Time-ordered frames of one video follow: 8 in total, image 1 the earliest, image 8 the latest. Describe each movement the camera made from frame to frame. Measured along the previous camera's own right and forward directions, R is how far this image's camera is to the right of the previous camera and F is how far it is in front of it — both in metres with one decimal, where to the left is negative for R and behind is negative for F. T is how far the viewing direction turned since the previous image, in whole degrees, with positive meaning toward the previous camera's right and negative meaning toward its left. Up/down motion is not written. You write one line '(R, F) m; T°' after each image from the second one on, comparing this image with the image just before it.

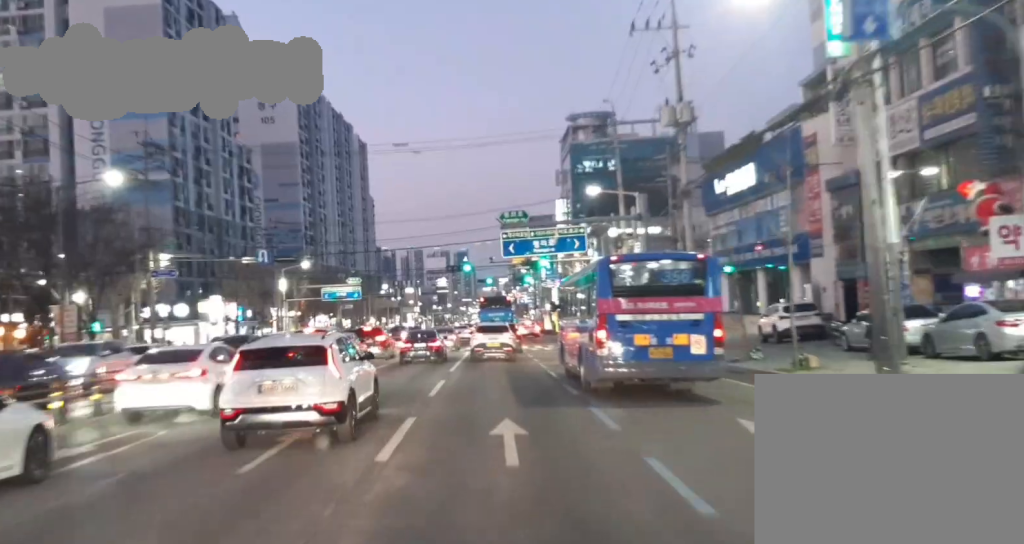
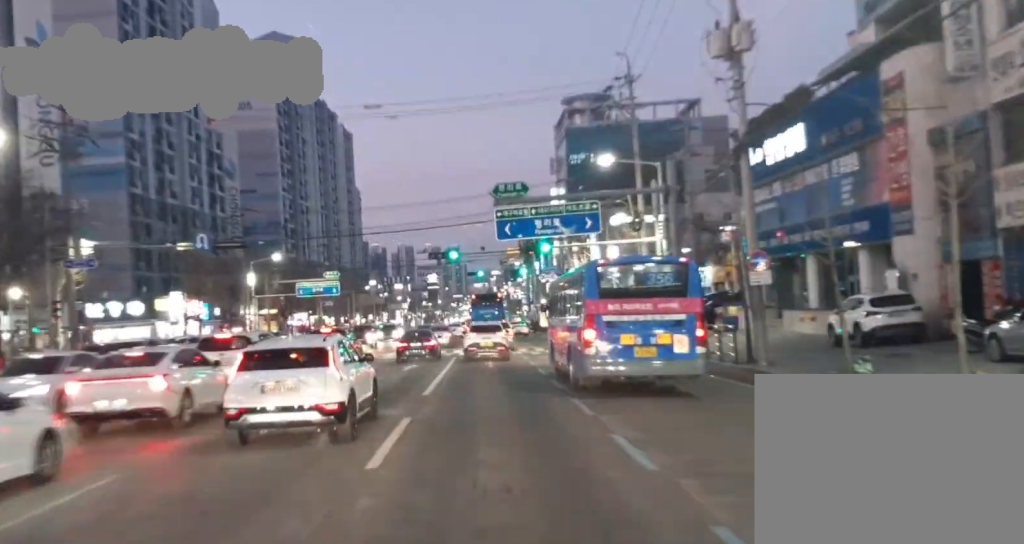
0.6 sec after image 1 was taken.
(0.0, +10.0) m; +1°
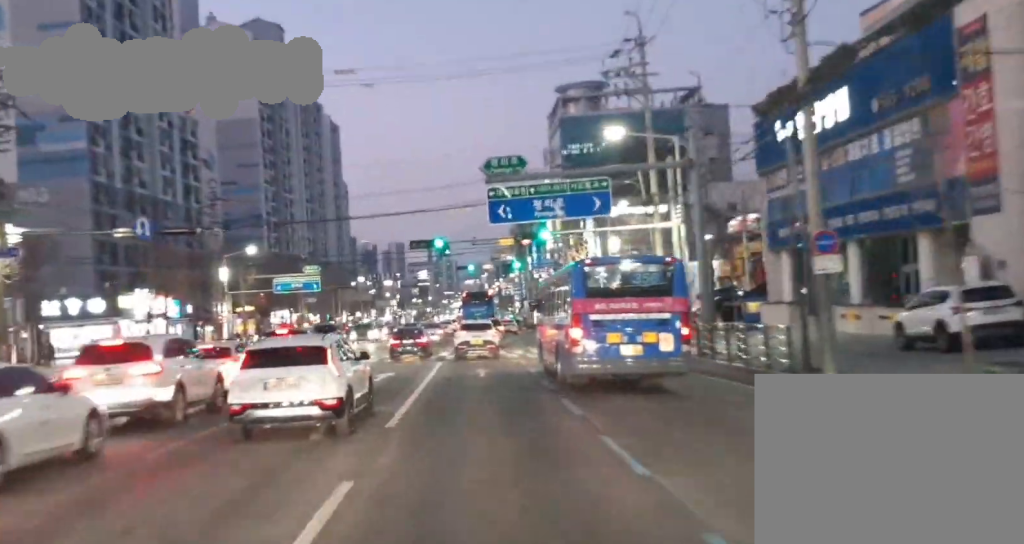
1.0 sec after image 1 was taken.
(-0.1, +6.3) m; +1°
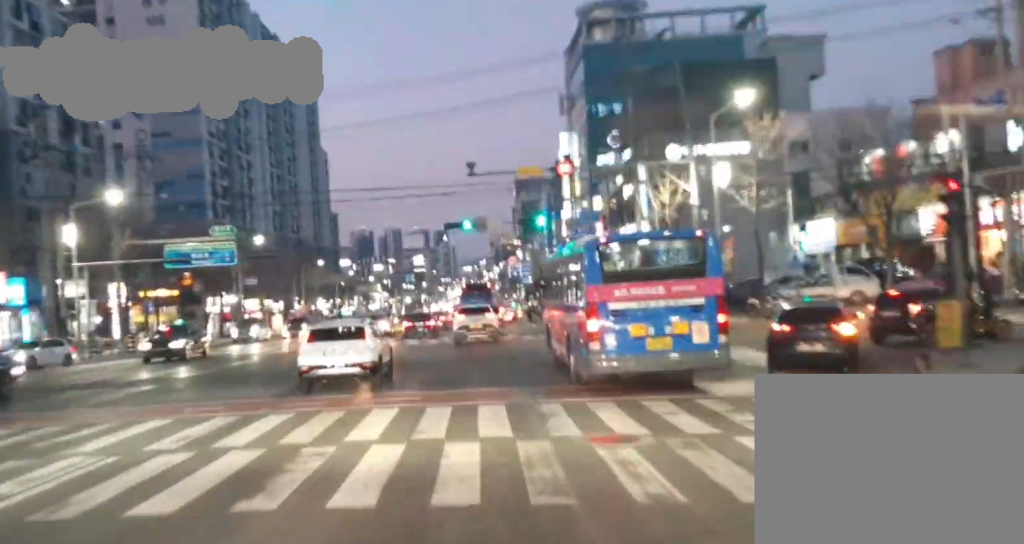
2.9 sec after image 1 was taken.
(+0.9, +31.1) m; +1°
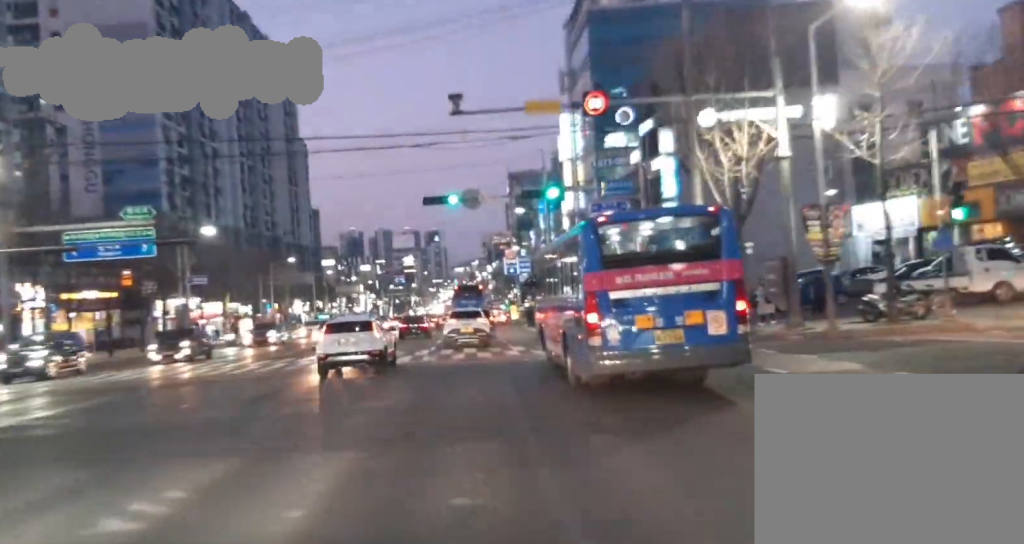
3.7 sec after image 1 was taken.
(-0.2, +12.9) m; -1°
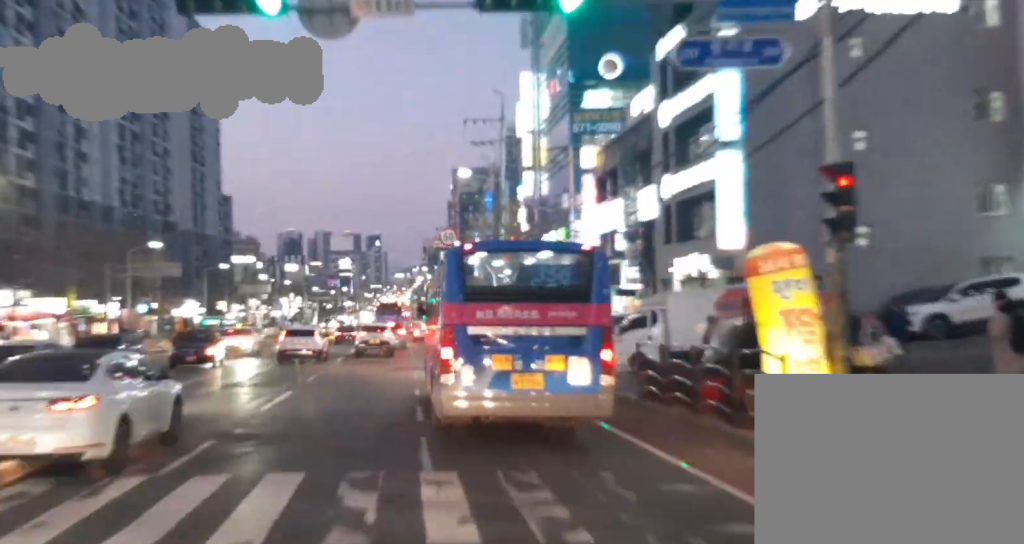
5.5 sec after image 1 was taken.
(-0.1, +27.0) m; +1°
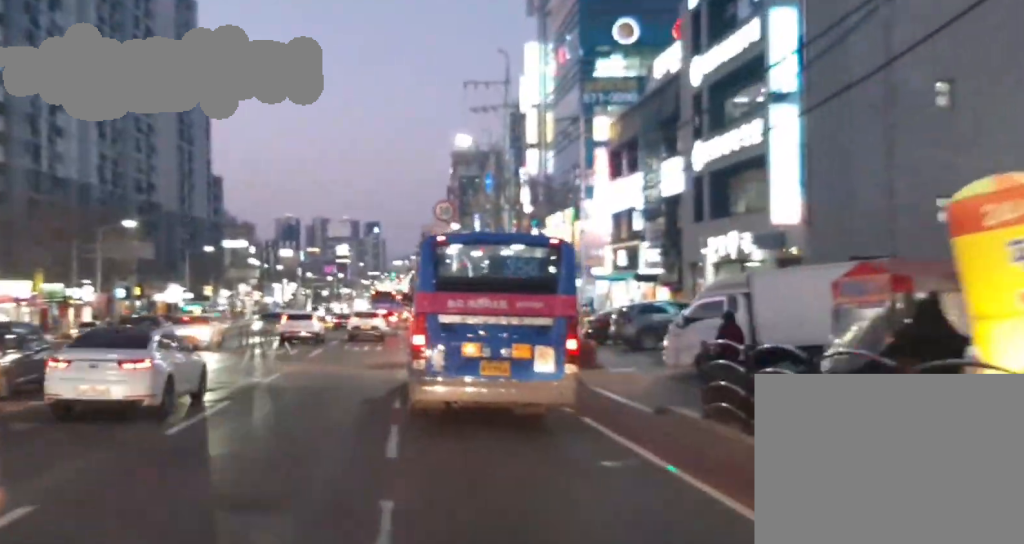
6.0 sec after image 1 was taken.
(0.0, +6.5) m; +1°
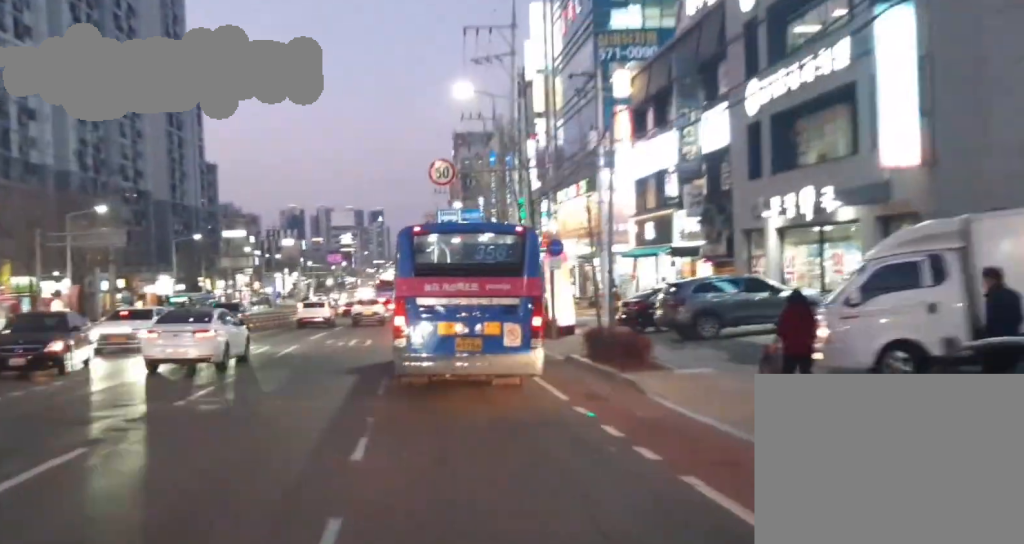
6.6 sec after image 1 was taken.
(0.0, +8.1) m; 0°
